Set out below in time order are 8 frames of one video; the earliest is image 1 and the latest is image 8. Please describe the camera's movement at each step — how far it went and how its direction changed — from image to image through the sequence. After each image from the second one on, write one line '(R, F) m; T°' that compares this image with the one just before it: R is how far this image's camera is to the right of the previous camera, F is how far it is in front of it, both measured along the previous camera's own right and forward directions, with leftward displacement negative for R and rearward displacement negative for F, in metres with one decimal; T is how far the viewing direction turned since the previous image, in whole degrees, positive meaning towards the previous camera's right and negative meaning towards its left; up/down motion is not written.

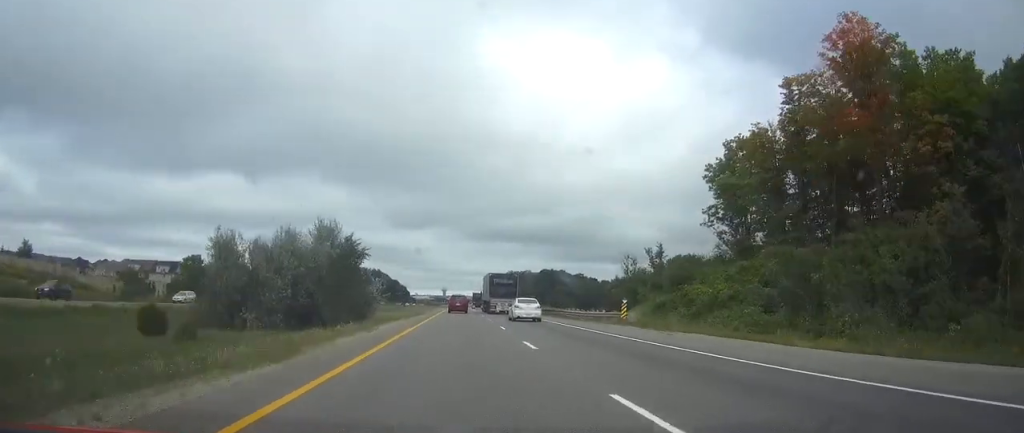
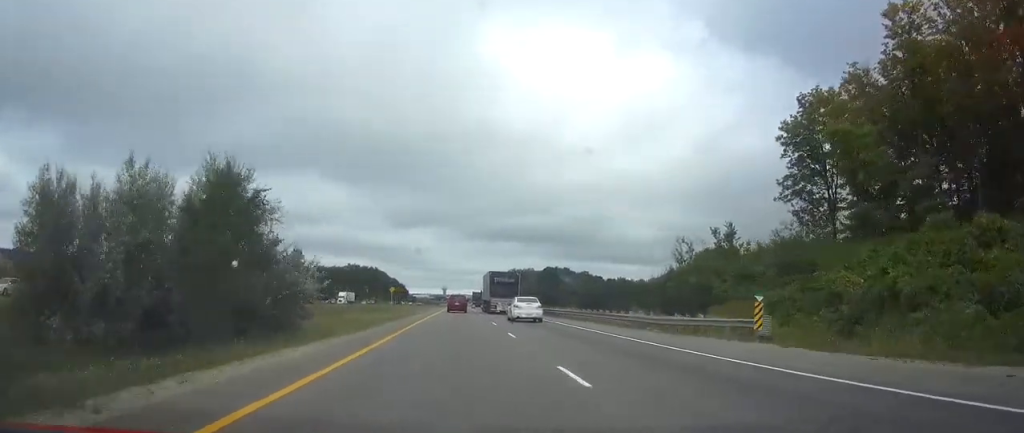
(-0.1, +19.6) m; 0°
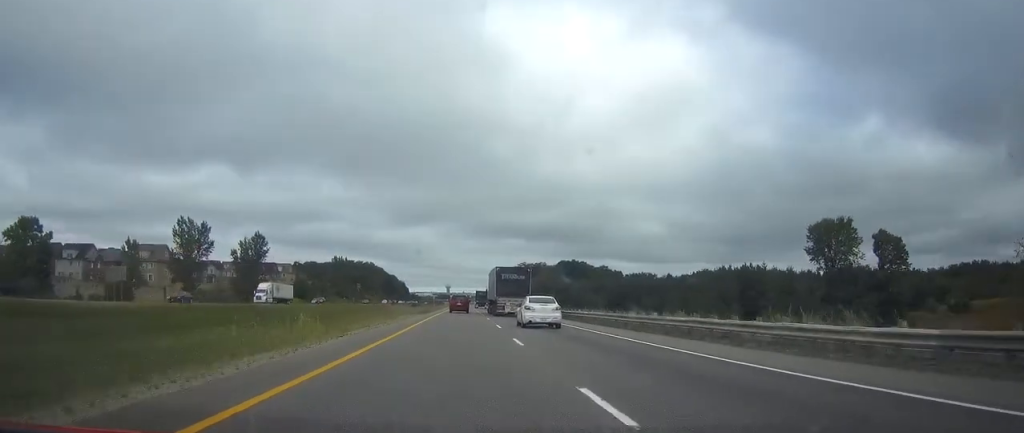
(-0.1, +50.9) m; 0°
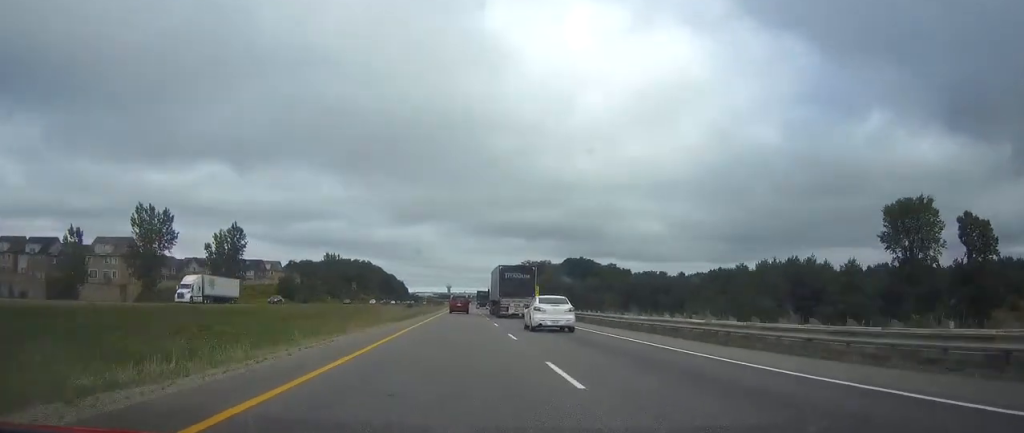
(0.0, +20.9) m; 0°
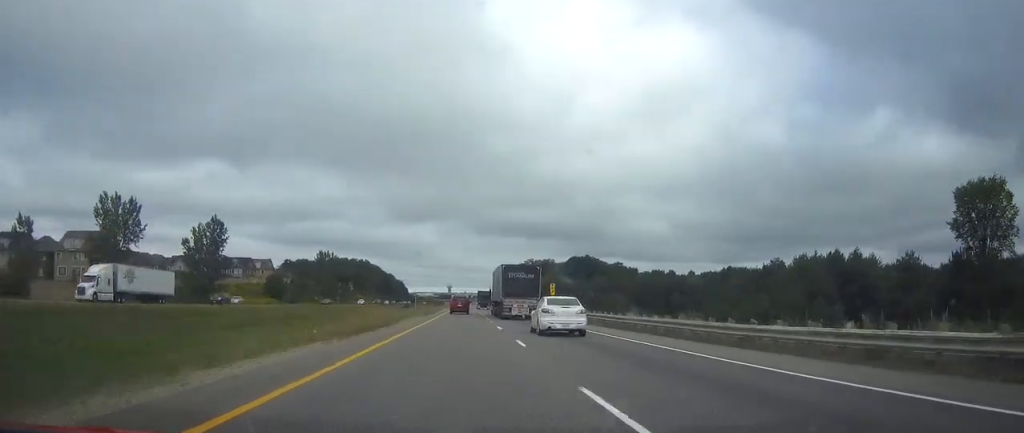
(0.0, +15.1) m; 0°
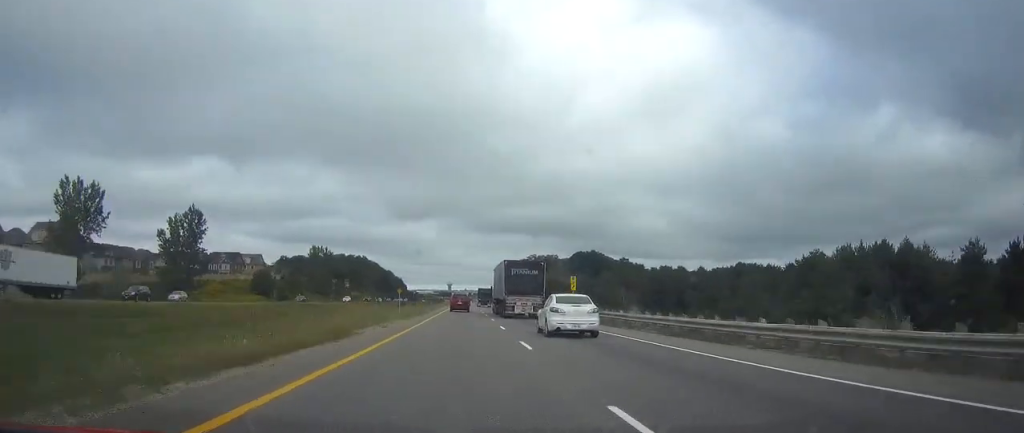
(0.0, +13.9) m; 0°
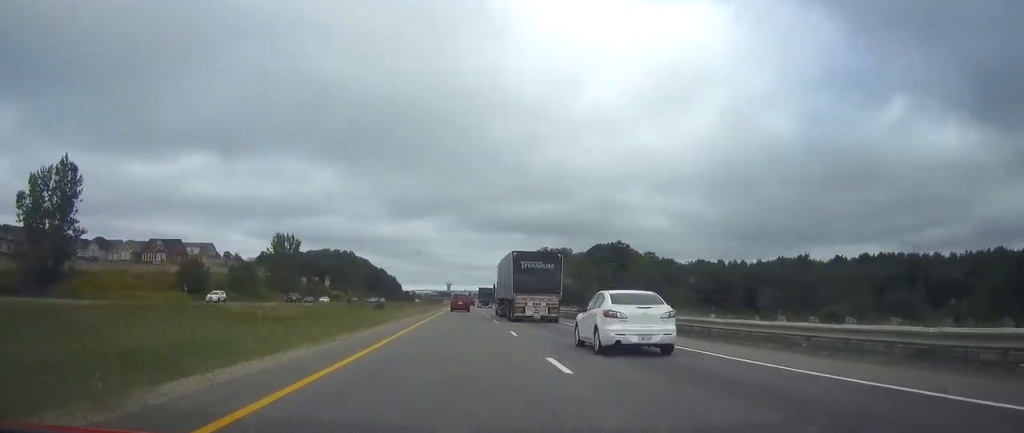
(-0.1, +53.2) m; 0°
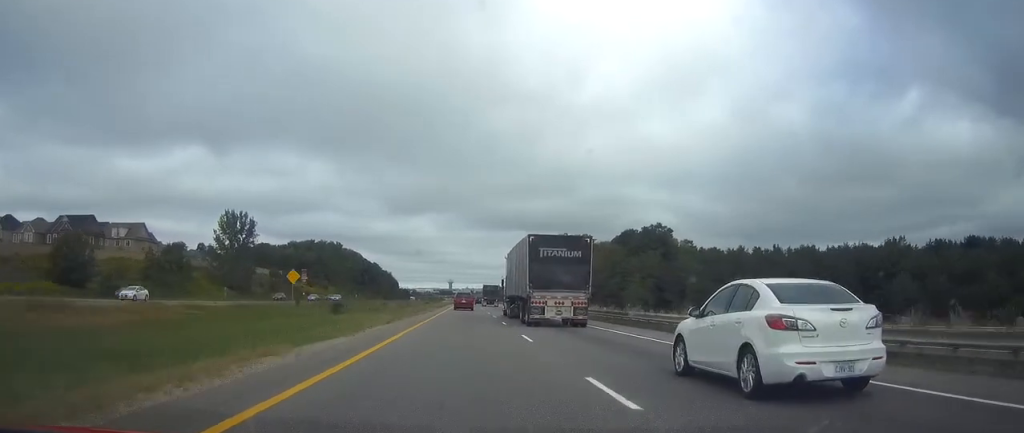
(0.0, +51.7) m; 0°
